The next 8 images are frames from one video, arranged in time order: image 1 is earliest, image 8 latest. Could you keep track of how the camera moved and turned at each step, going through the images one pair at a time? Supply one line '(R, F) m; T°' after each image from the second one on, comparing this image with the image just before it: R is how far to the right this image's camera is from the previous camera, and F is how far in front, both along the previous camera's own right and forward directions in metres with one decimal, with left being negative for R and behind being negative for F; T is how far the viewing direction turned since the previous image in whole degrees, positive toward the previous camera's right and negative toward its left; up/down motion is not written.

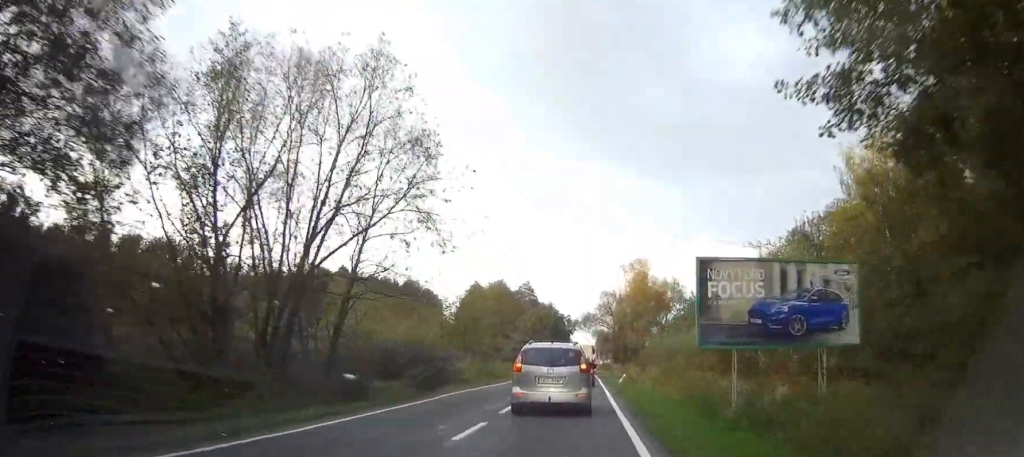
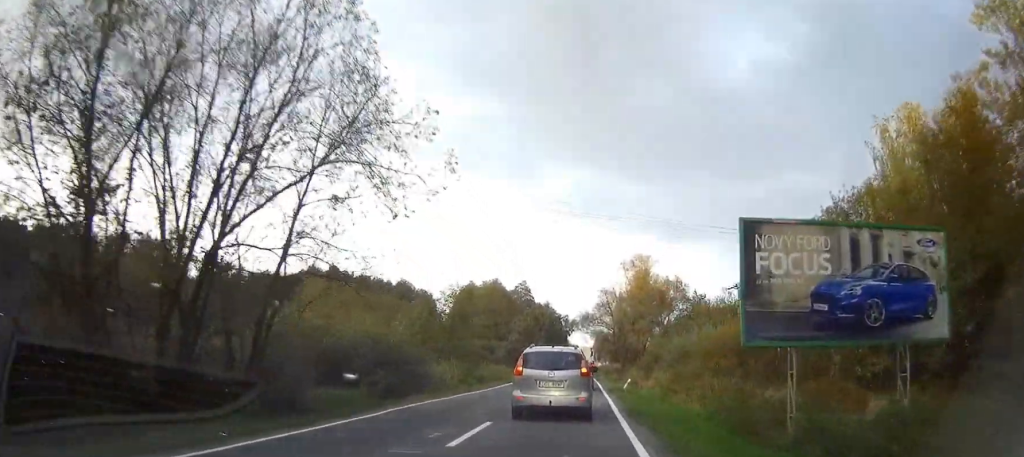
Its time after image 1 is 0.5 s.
(0.0, +6.3) m; 0°
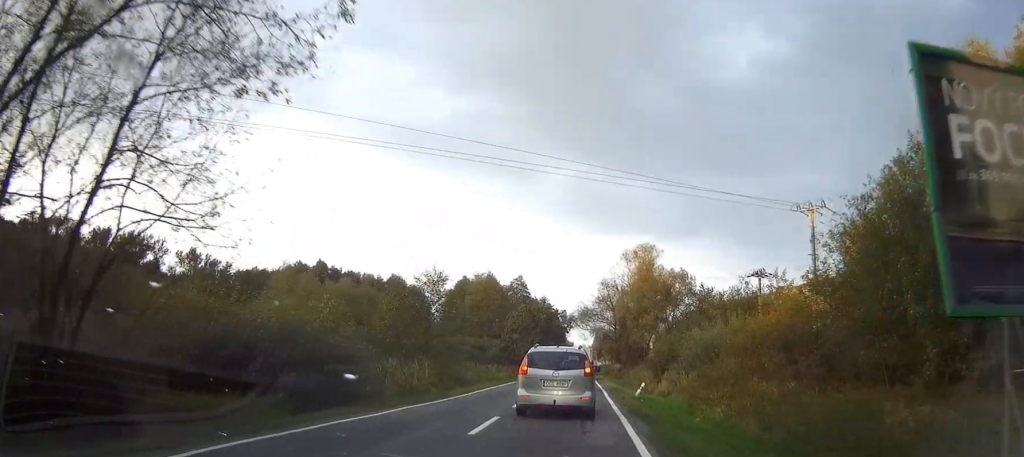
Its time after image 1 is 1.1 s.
(0.0, +8.9) m; 0°
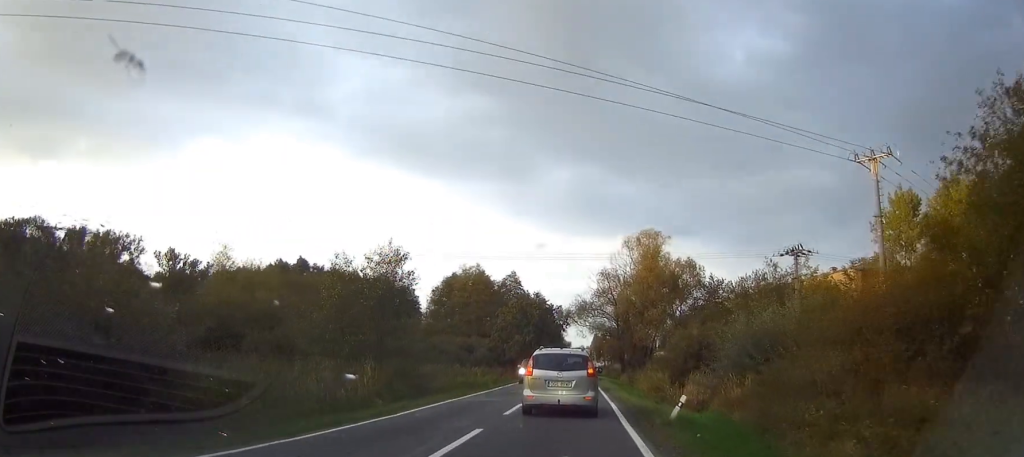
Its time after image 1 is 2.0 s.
(0.0, +11.5) m; +1°
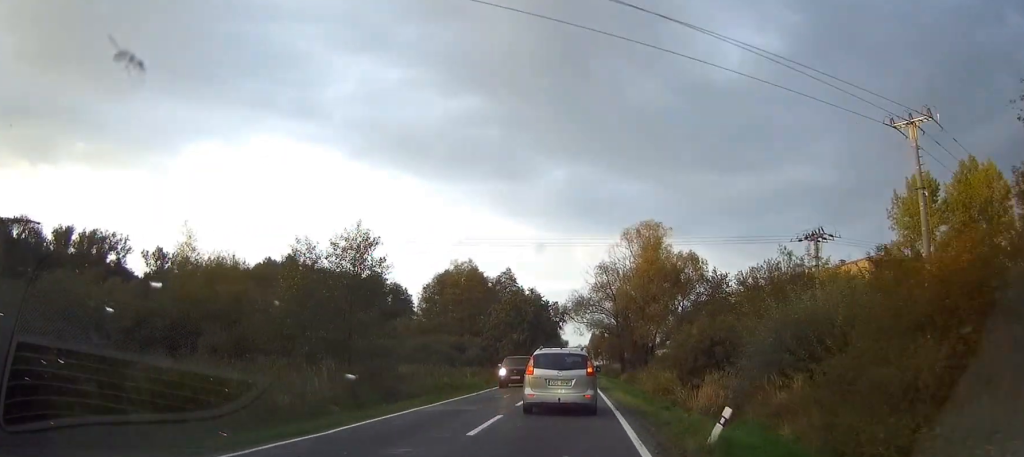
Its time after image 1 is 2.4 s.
(+0.1, +5.3) m; 0°
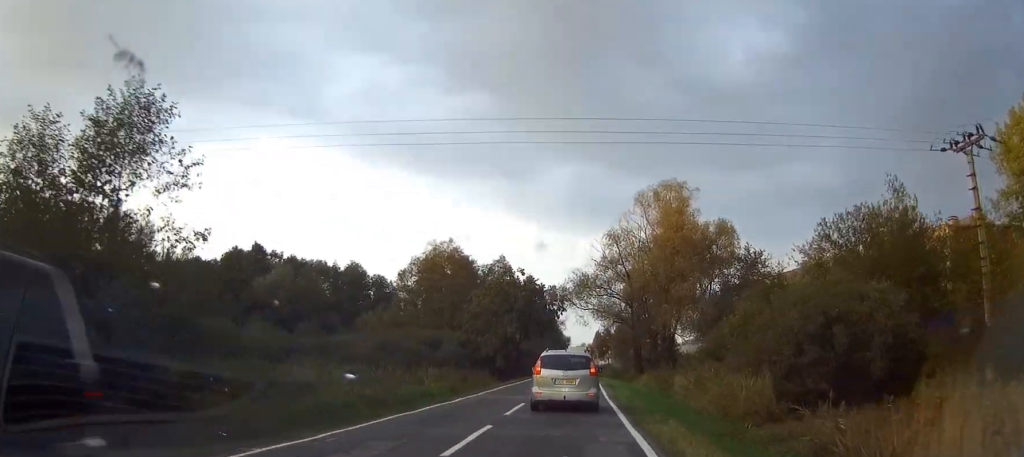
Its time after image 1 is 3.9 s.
(0.0, +19.8) m; 0°
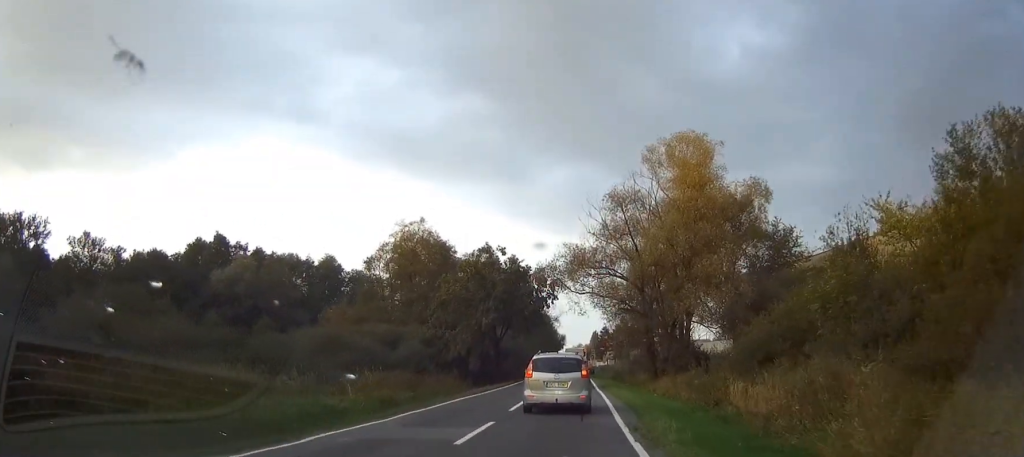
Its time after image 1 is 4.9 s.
(0.0, +14.9) m; 0°
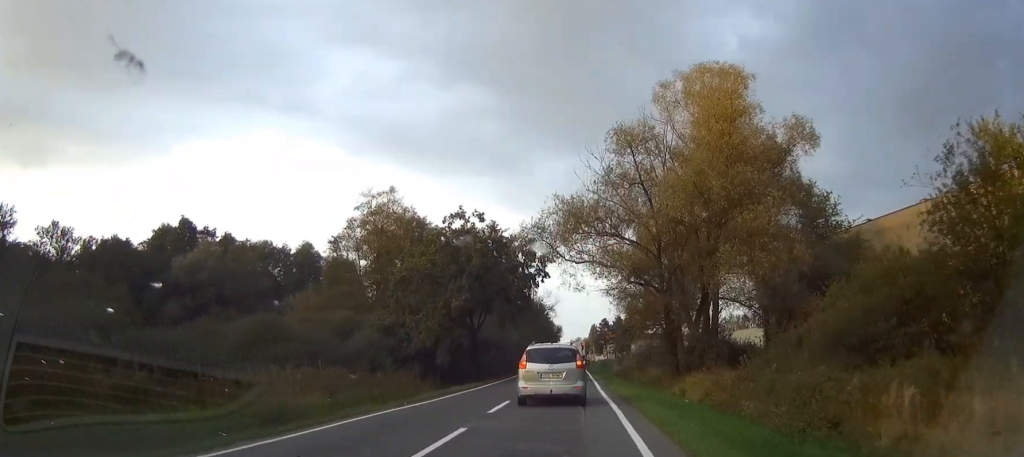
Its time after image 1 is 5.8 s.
(+0.1, +12.0) m; 0°
